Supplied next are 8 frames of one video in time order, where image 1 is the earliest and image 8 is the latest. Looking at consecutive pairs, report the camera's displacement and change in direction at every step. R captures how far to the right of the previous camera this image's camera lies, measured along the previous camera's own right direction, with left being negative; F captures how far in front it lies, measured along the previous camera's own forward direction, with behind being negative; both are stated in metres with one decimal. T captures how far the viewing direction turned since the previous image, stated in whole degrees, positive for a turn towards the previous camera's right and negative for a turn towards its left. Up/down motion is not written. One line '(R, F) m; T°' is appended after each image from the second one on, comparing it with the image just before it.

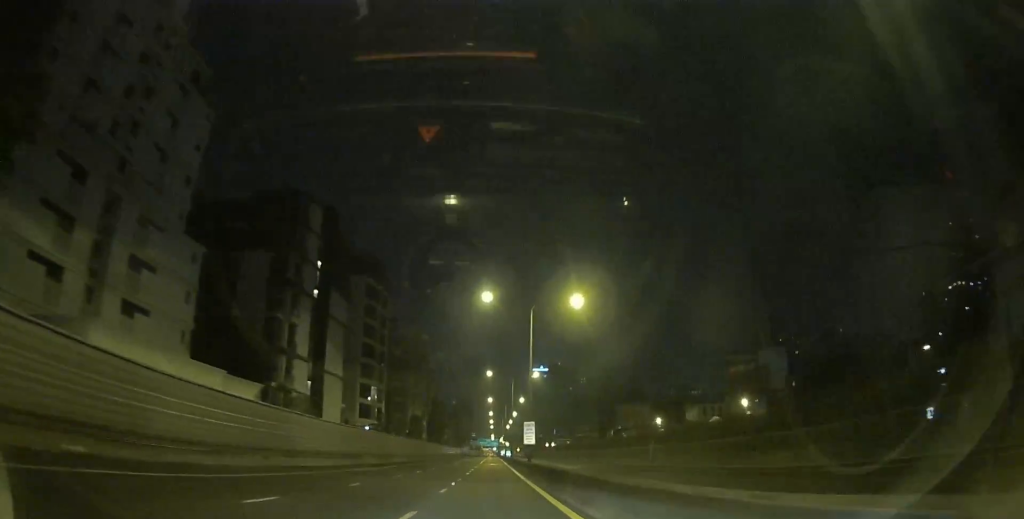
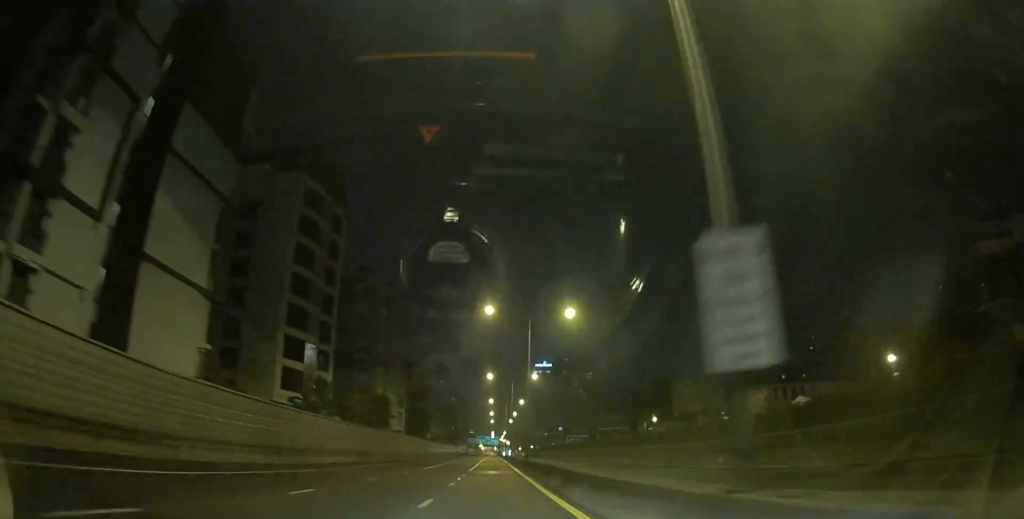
(0.0, +33.9) m; 0°
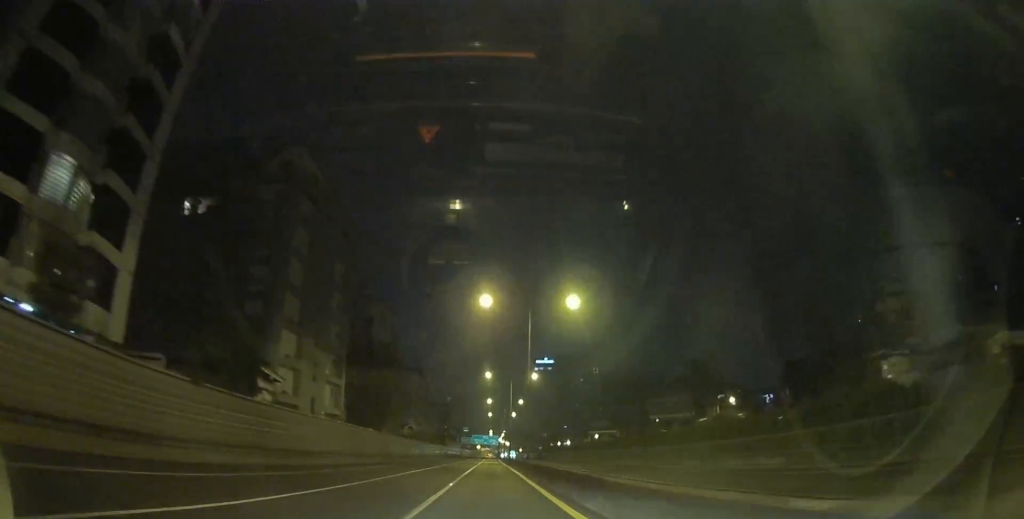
(0.0, +40.0) m; 0°
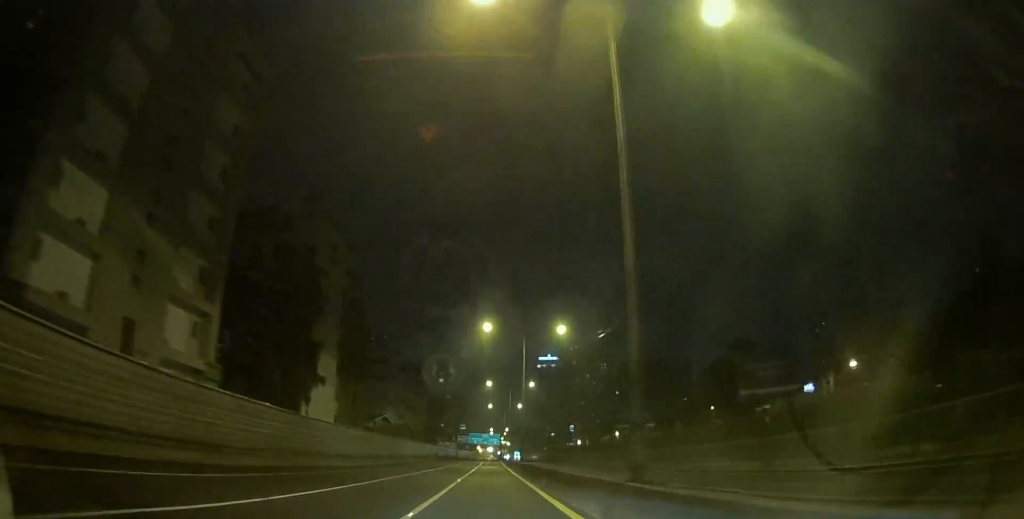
(0.0, +30.0) m; 0°
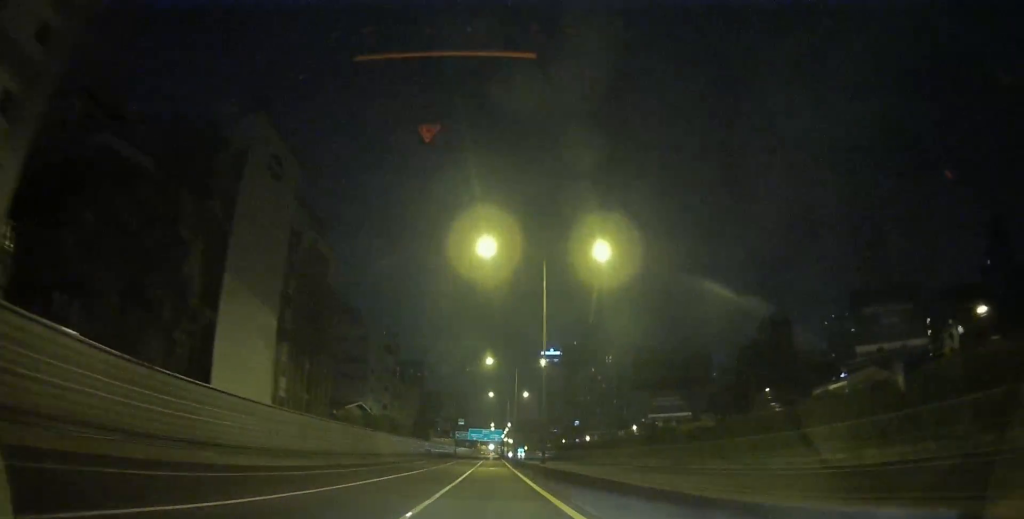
(0.0, +19.2) m; 0°
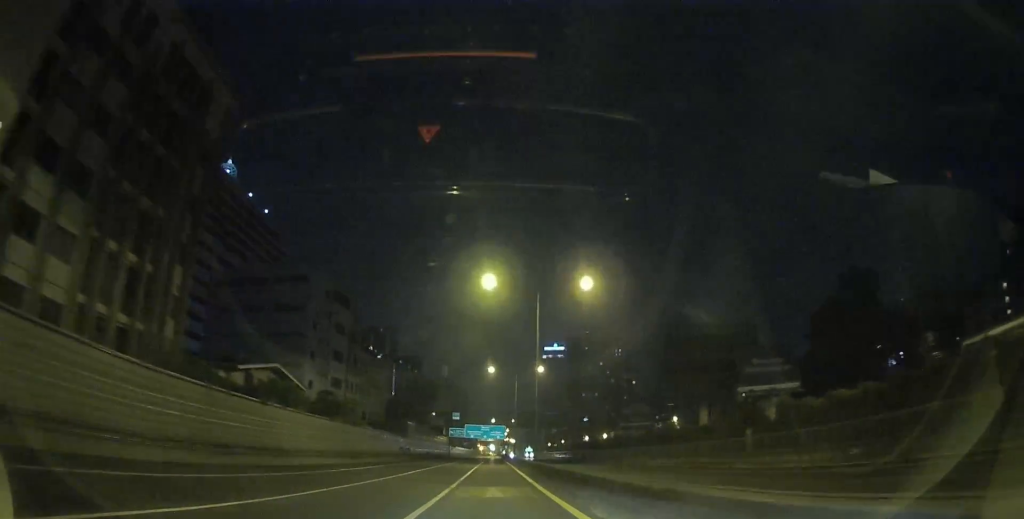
(-0.2, +30.9) m; 0°
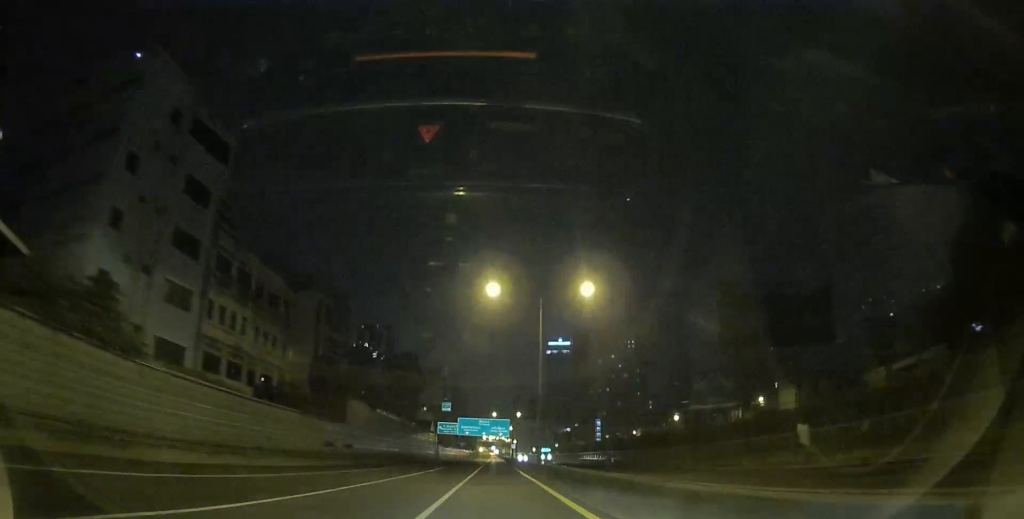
(+0.2, +35.8) m; 0°
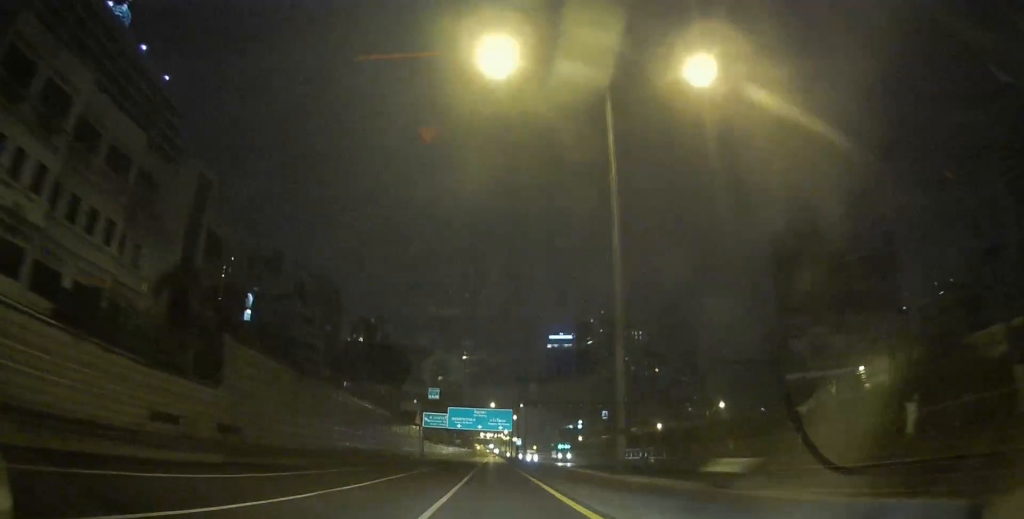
(0.0, +23.2) m; 0°
